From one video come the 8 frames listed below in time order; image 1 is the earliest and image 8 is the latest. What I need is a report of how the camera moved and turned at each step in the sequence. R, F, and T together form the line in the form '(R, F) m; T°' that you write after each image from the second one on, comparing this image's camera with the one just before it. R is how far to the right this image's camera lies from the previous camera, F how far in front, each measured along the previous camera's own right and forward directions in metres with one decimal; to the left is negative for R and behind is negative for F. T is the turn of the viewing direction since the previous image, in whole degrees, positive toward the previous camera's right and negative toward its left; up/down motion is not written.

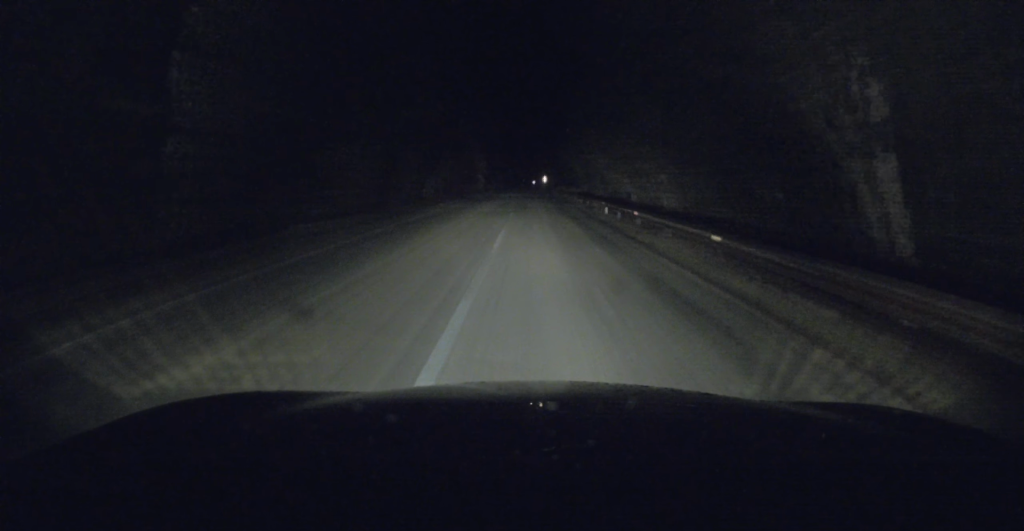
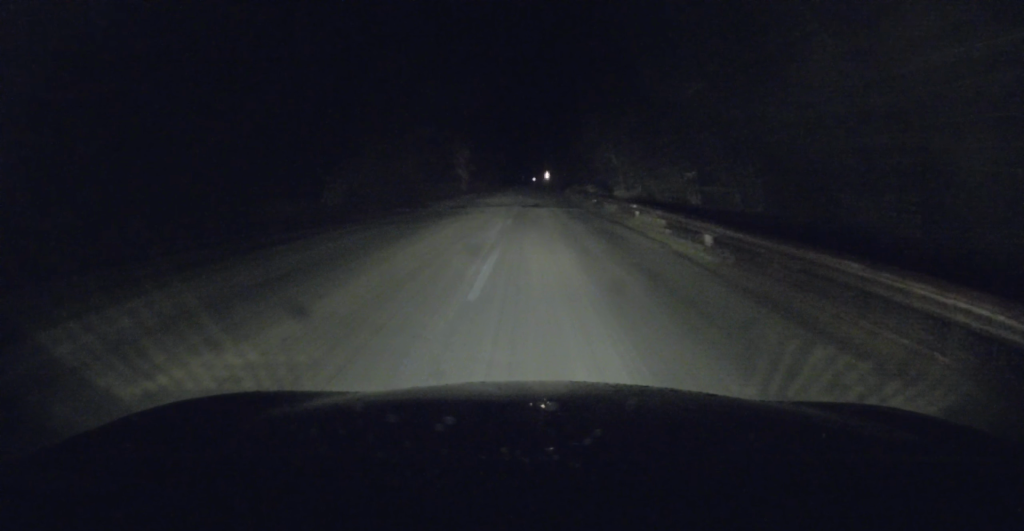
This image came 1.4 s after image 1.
(+0.1, +22.0) m; 0°
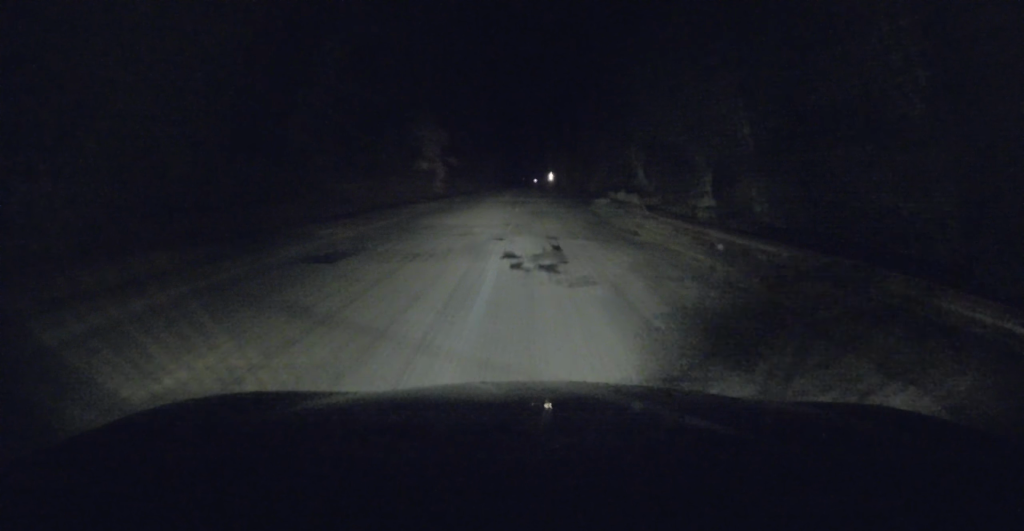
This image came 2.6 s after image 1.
(0.0, +19.6) m; 0°
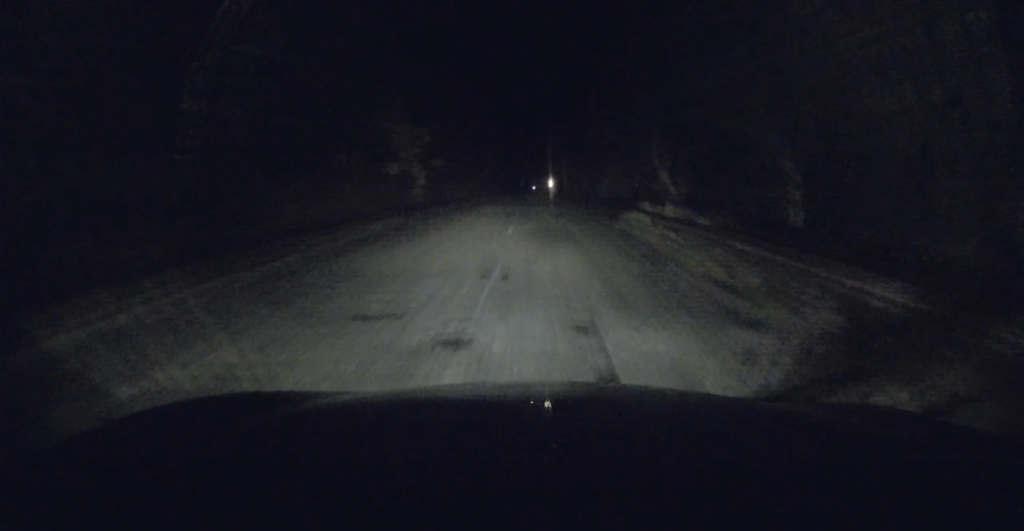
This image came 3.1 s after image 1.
(0.0, +7.8) m; 0°
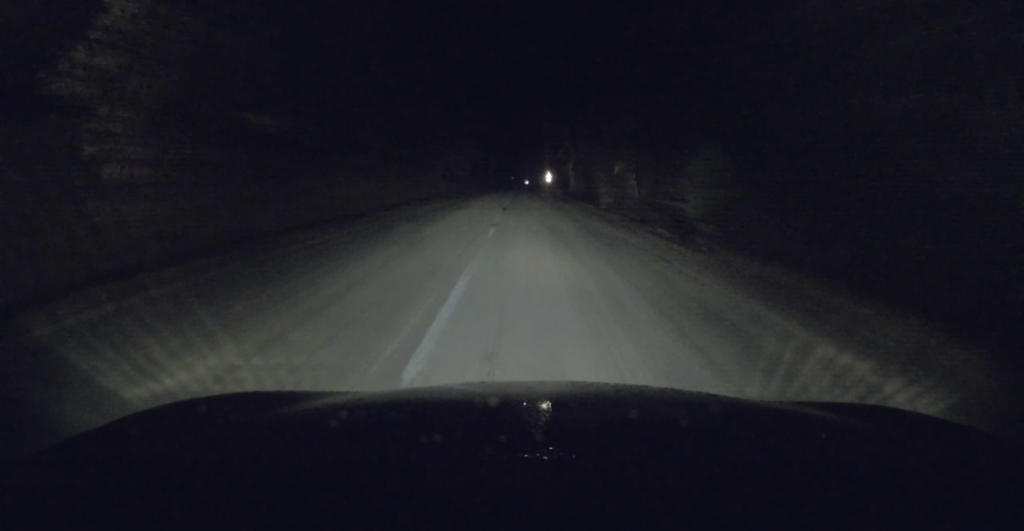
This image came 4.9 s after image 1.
(+0.1, +28.2) m; +2°
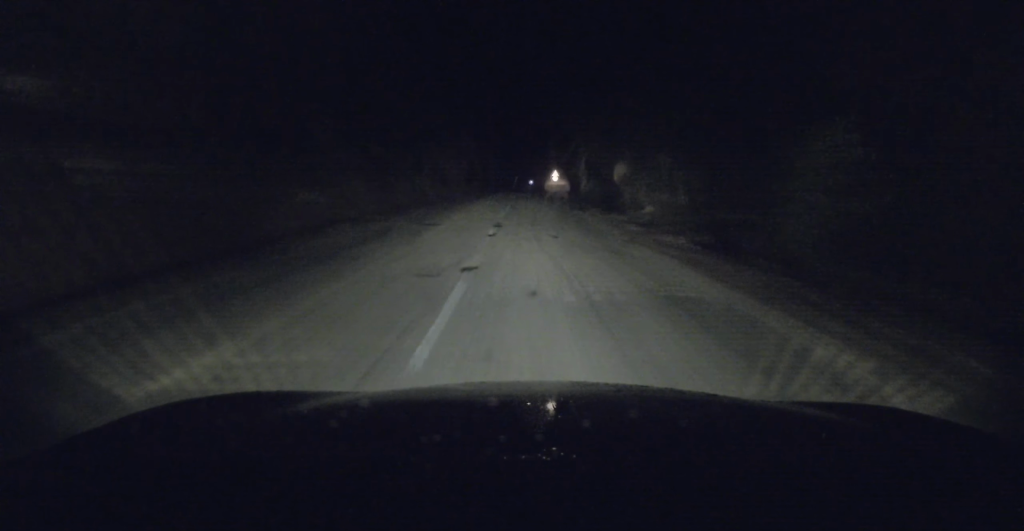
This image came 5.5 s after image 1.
(+0.2, +8.7) m; 0°
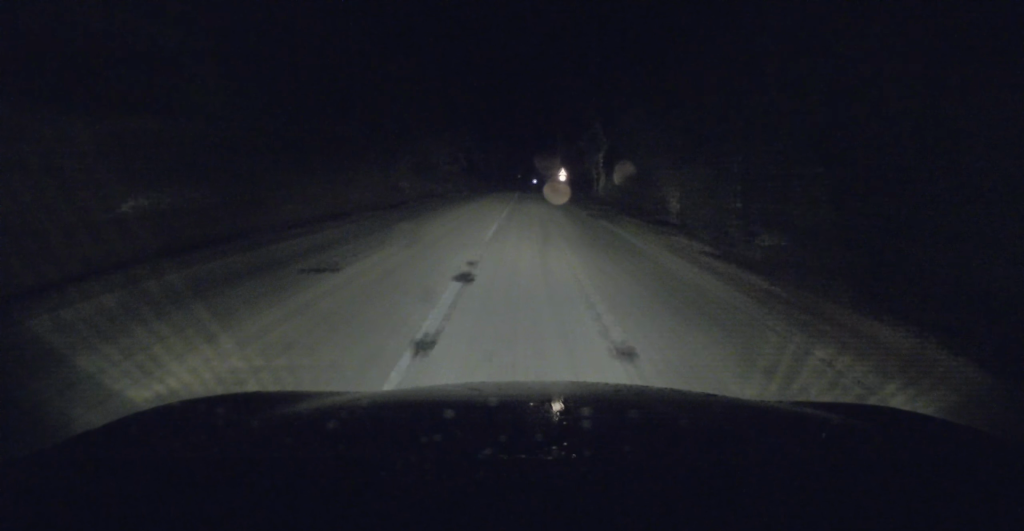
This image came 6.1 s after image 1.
(+0.2, +9.8) m; -1°
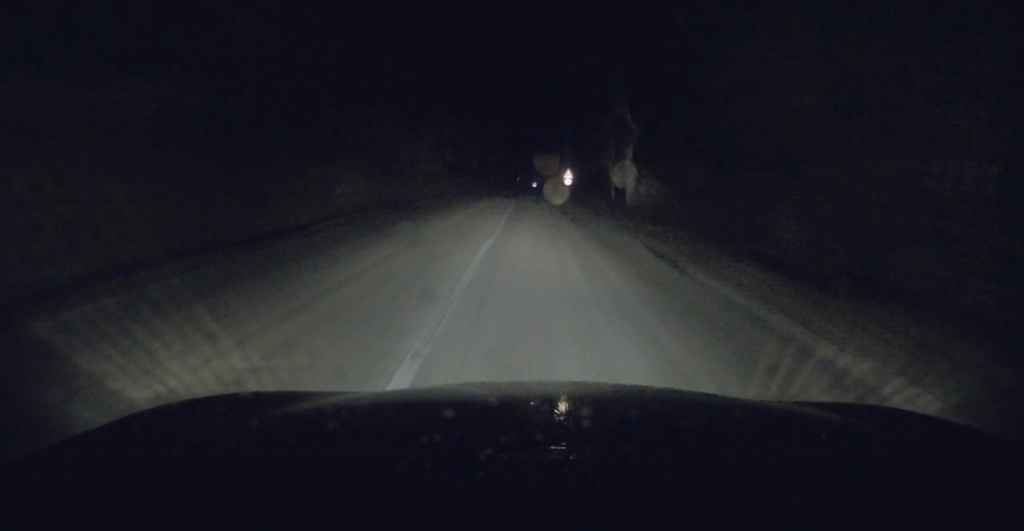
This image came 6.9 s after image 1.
(-0.4, +11.8) m; -2°
